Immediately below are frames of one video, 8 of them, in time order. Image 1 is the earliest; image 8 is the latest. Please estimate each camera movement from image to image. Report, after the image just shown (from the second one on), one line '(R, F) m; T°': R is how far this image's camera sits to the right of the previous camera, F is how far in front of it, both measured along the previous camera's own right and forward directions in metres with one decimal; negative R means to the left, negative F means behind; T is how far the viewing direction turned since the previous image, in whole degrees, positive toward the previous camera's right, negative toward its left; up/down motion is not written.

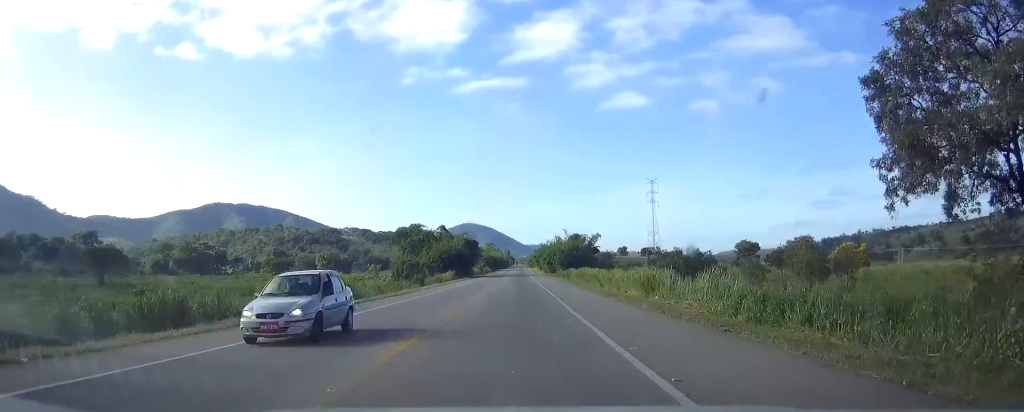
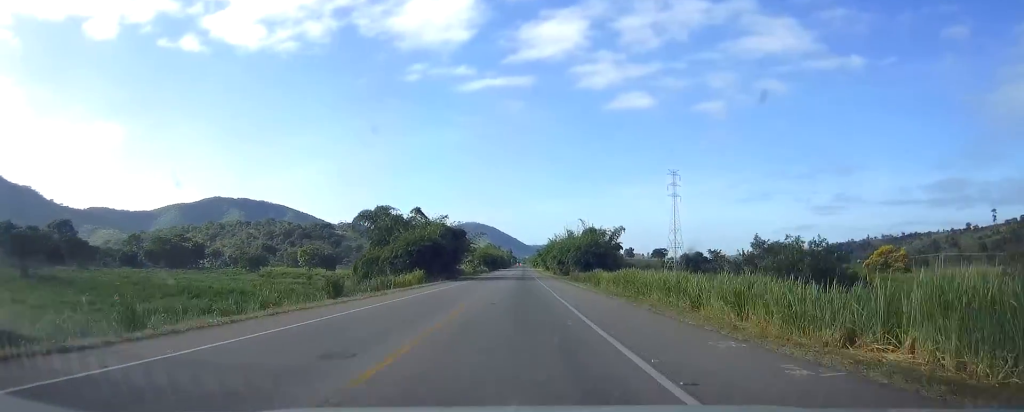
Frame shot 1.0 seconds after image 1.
(0.0, +33.6) m; 0°
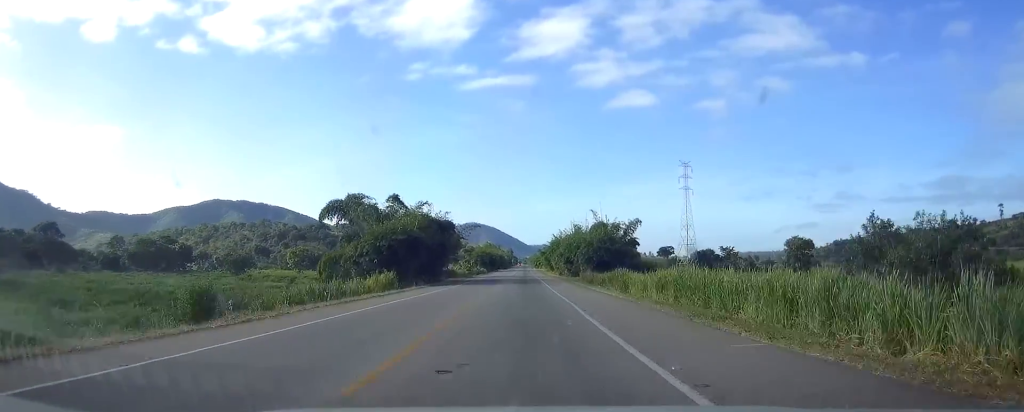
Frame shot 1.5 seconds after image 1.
(0.0, +16.8) m; 0°
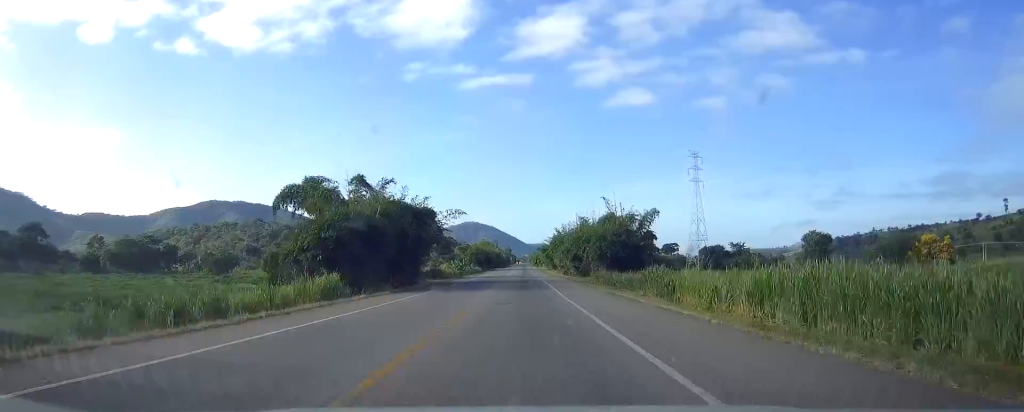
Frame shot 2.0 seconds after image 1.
(0.0, +15.7) m; 0°
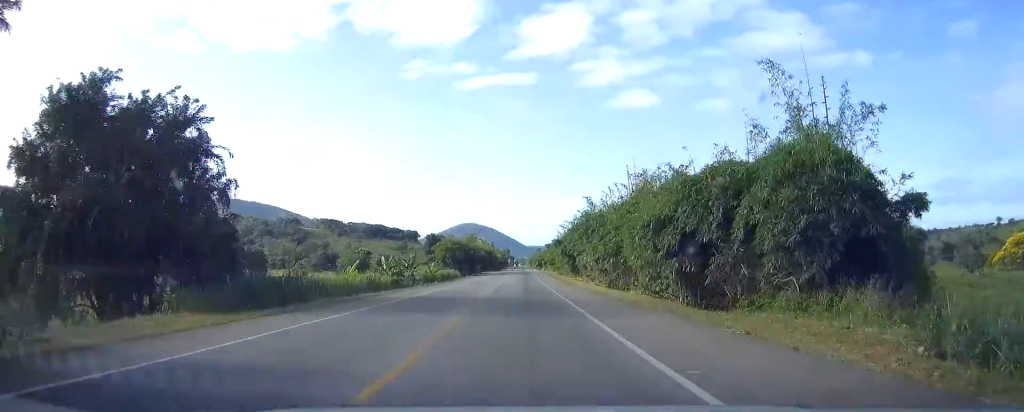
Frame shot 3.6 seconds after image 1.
(+0.2, +56.2) m; 0°
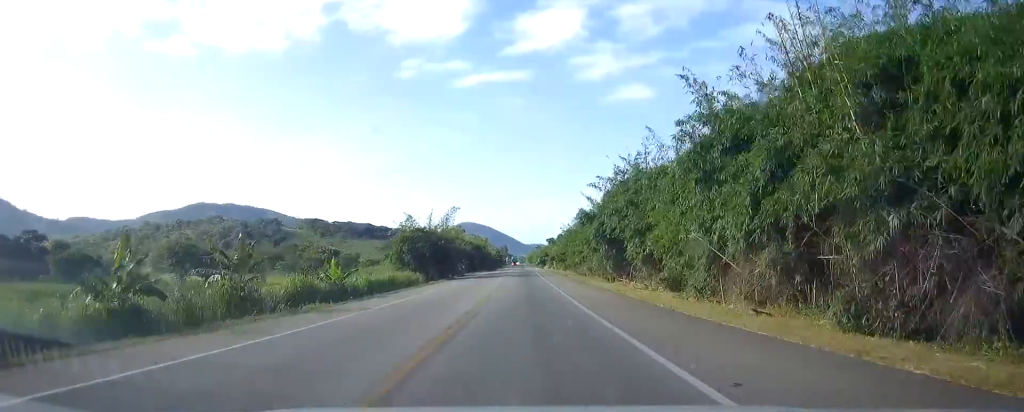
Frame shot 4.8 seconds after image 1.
(0.0, +39.4) m; 0°
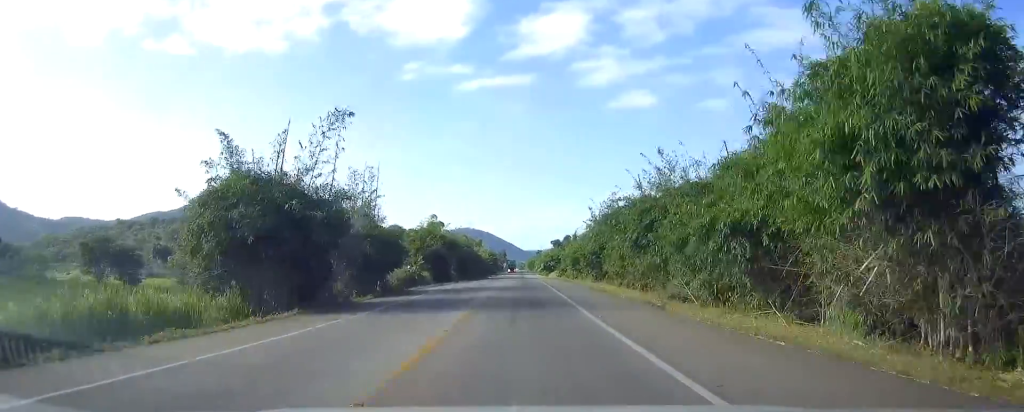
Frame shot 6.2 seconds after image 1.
(+0.1, +46.0) m; 0°
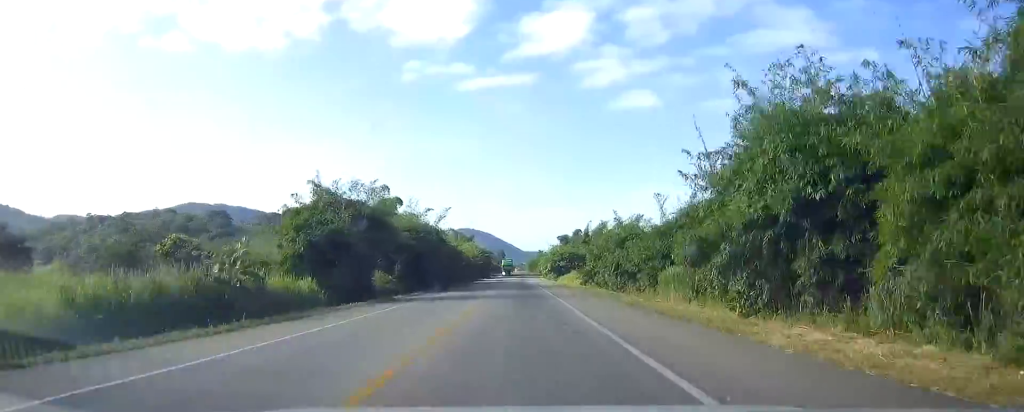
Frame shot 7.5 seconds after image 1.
(+0.1, +43.7) m; 0°
